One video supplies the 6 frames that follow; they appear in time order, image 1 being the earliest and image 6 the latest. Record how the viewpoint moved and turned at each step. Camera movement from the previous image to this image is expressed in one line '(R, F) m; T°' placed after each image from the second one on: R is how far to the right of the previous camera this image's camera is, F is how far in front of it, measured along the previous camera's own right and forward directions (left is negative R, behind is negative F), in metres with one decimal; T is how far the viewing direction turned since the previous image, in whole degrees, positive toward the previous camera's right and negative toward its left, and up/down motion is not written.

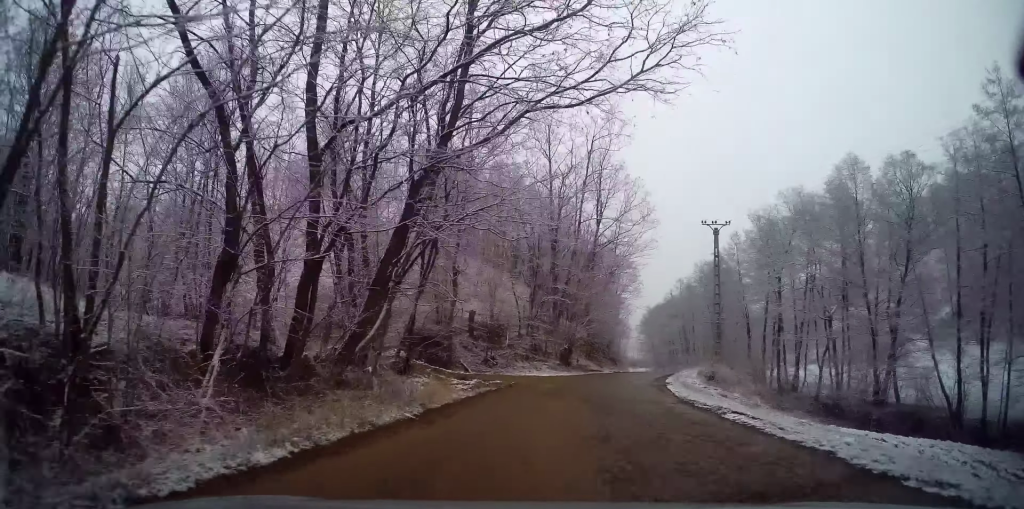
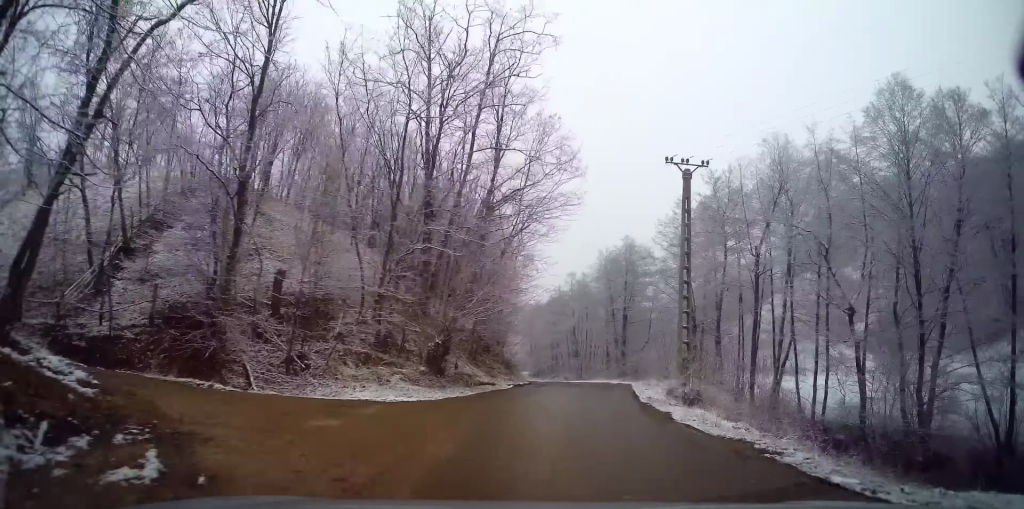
(+1.2, +16.0) m; +10°
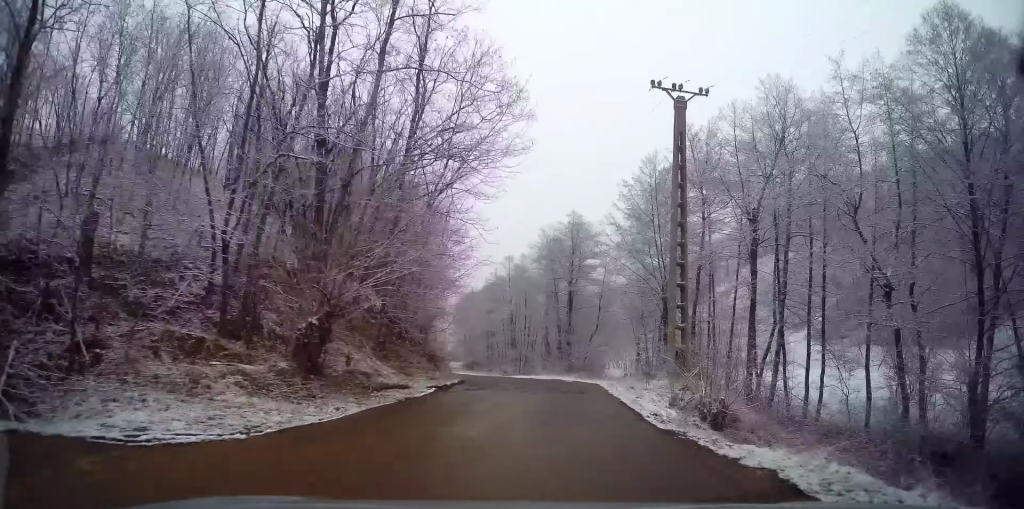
(+0.3, +6.9) m; +5°
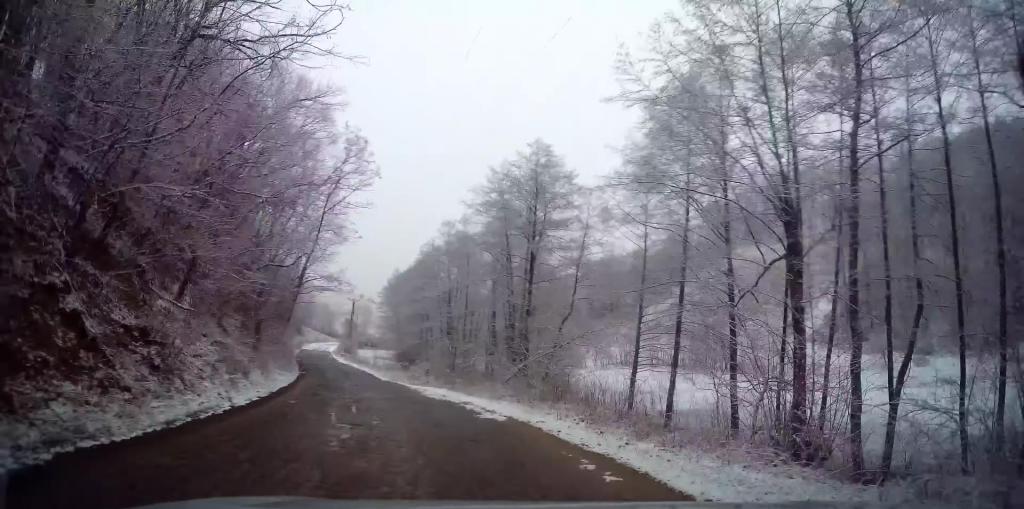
(+1.7, +20.2) m; +9°
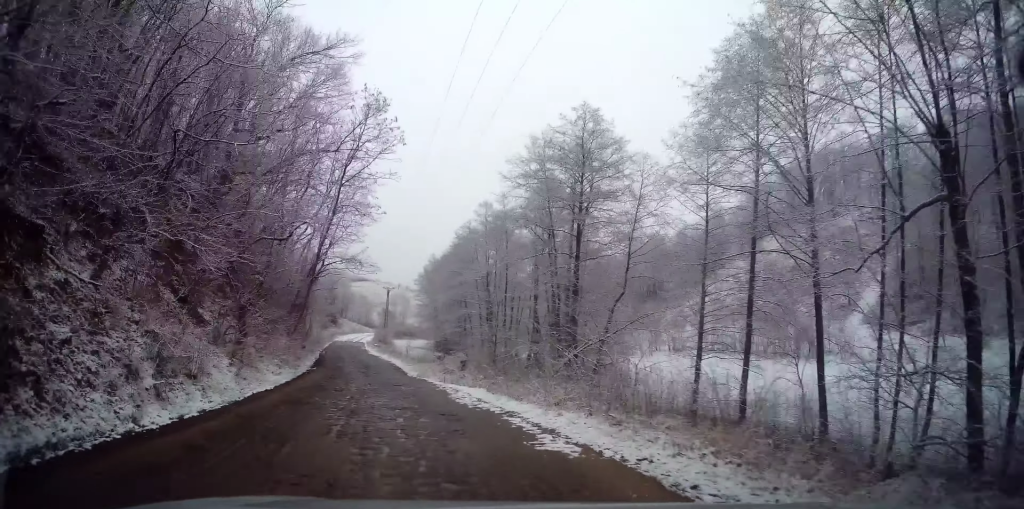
(+0.3, +4.7) m; -4°
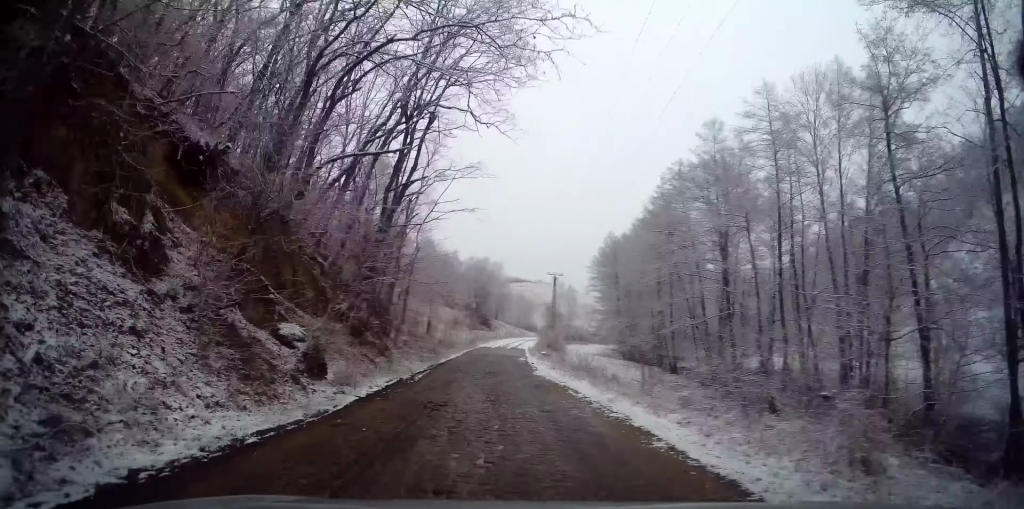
(-5.5, +27.8) m; -11°
